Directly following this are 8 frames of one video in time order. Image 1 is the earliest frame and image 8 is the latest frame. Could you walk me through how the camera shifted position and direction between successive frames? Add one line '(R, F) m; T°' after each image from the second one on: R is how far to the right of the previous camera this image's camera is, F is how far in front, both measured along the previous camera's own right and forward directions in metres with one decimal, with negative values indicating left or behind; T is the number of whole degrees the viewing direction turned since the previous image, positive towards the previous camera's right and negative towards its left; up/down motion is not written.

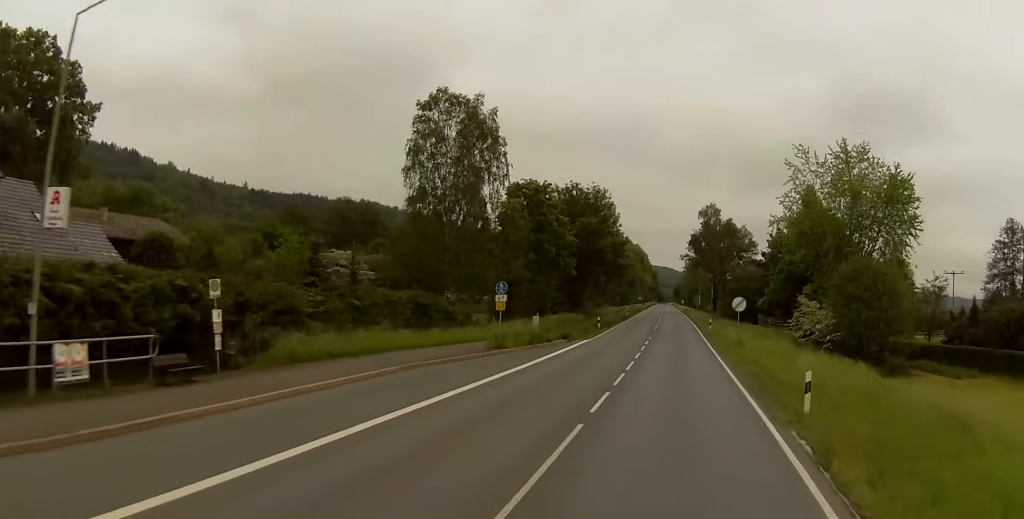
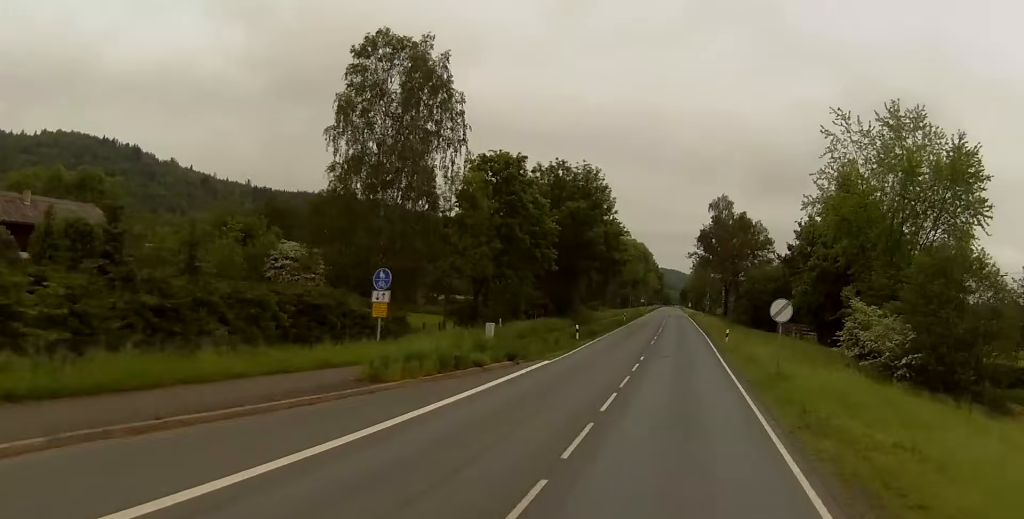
(-0.1, +14.5) m; 0°
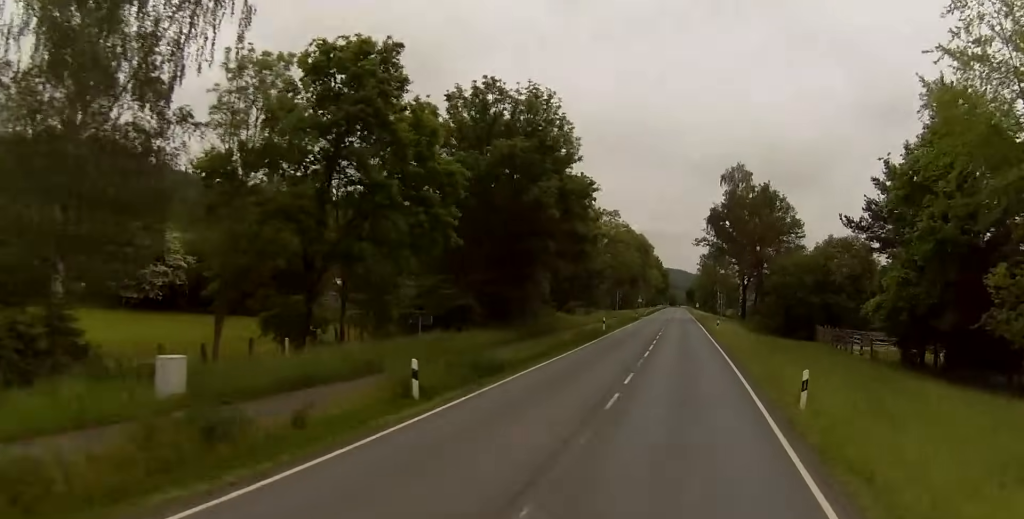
(0.0, +24.7) m; 0°
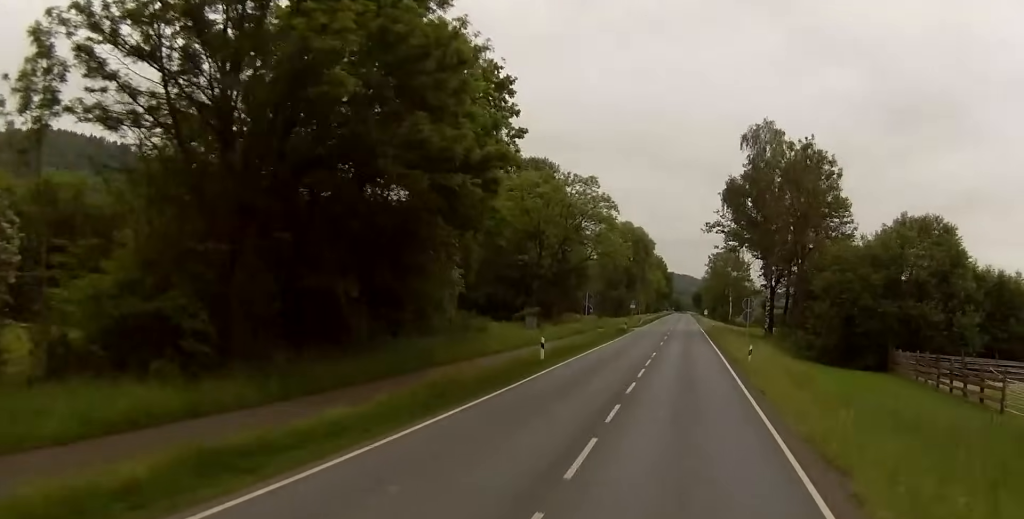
(-0.5, +26.9) m; -2°
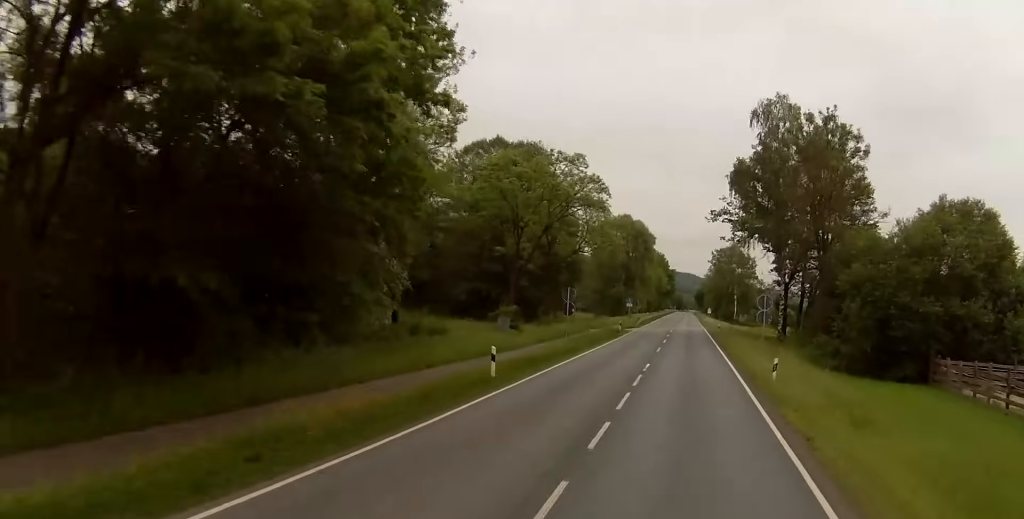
(-0.3, +9.1) m; 0°
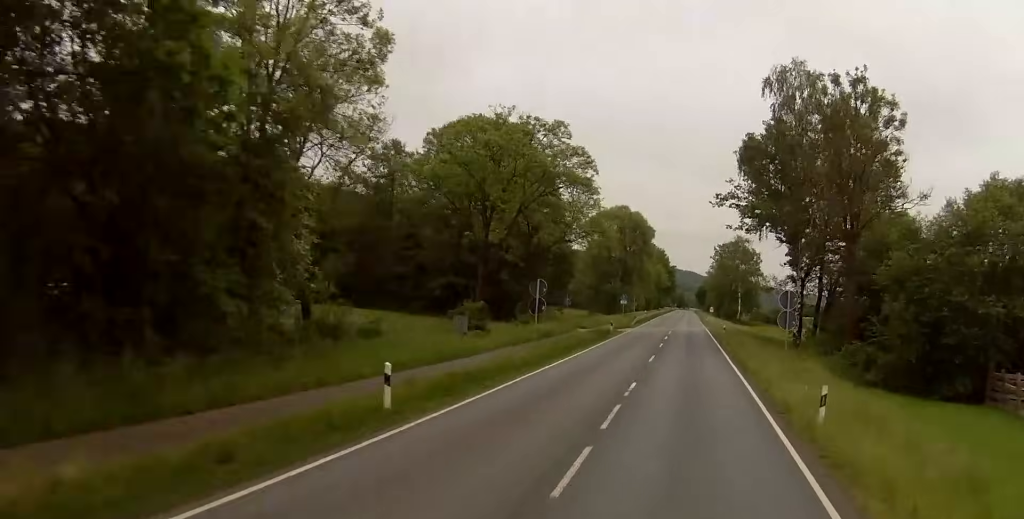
(+0.2, +9.5) m; +1°
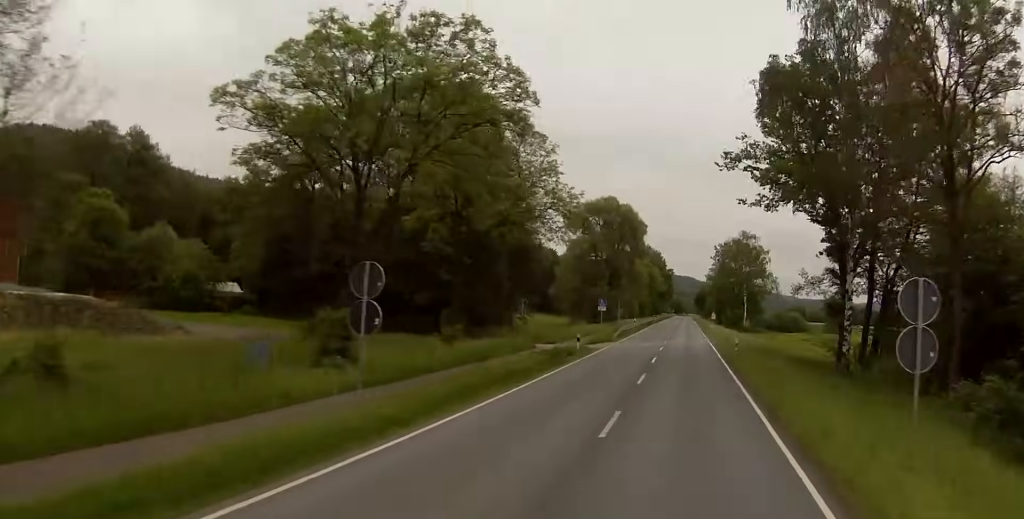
(+0.3, +19.2) m; 0°
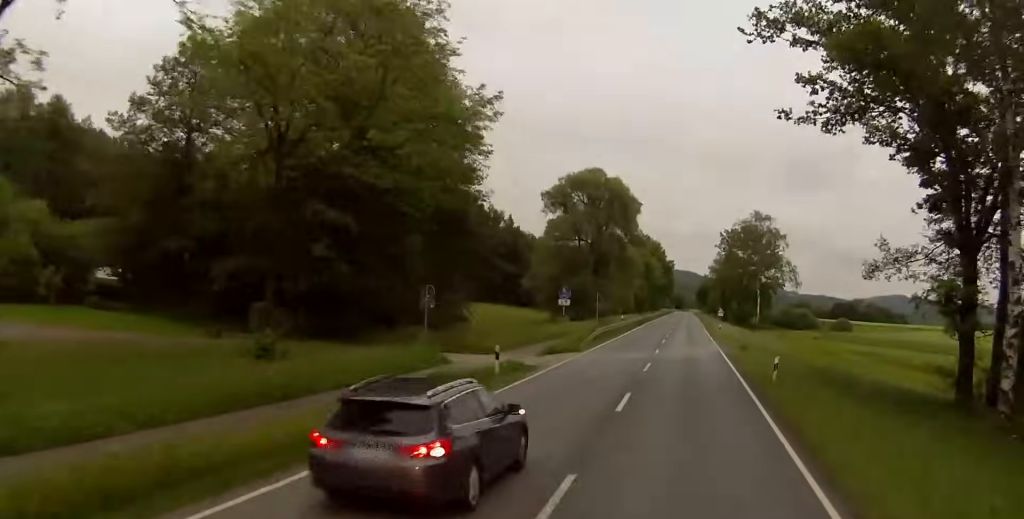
(-0.4, +20.7) m; -1°
